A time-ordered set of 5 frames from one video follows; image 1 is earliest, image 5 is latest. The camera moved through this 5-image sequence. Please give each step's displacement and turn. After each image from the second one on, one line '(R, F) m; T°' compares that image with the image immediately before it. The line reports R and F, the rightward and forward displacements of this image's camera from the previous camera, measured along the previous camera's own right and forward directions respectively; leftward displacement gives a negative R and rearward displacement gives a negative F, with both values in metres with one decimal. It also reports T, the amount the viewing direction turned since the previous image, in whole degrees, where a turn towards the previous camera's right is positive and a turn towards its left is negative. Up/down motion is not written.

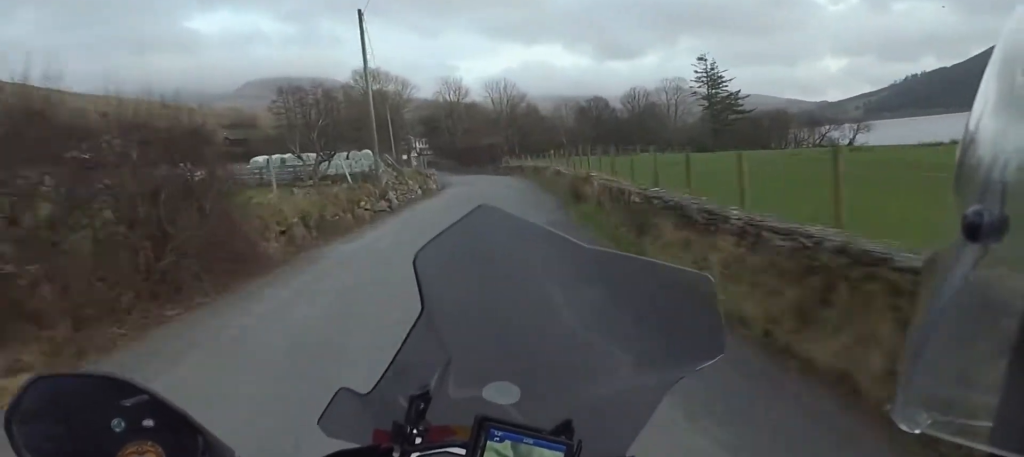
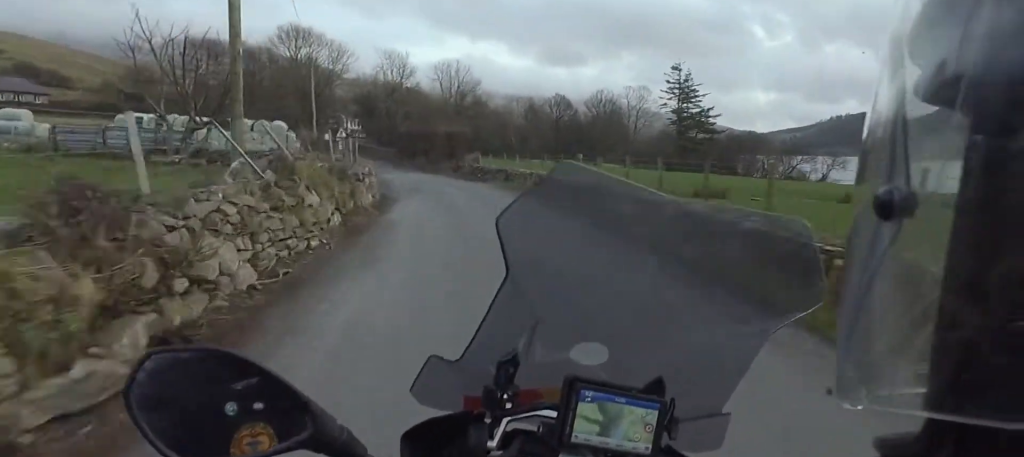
(+1.0, +16.6) m; +4°
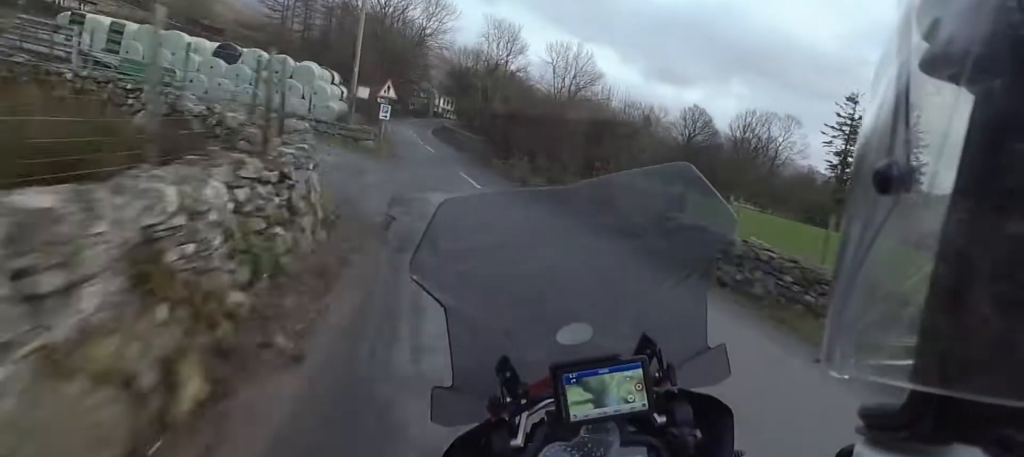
(+0.3, +22.8) m; +3°
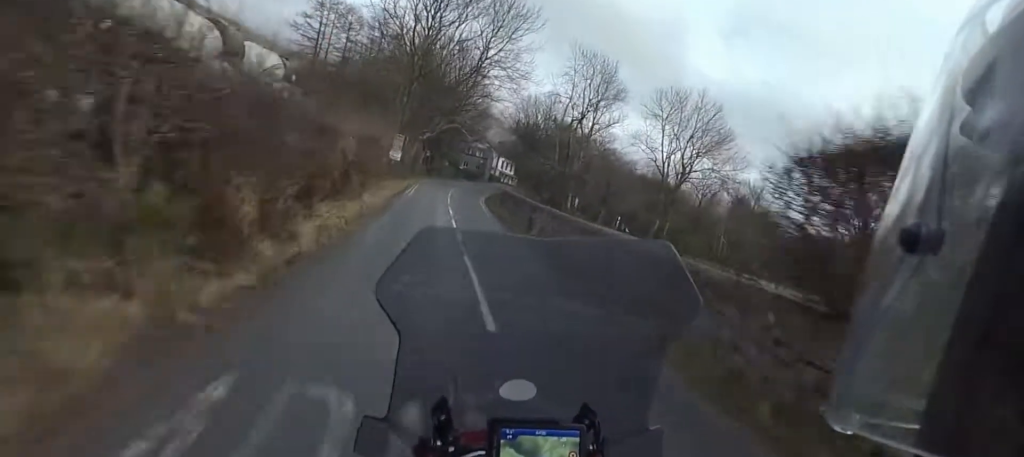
(+0.5, +28.0) m; -4°
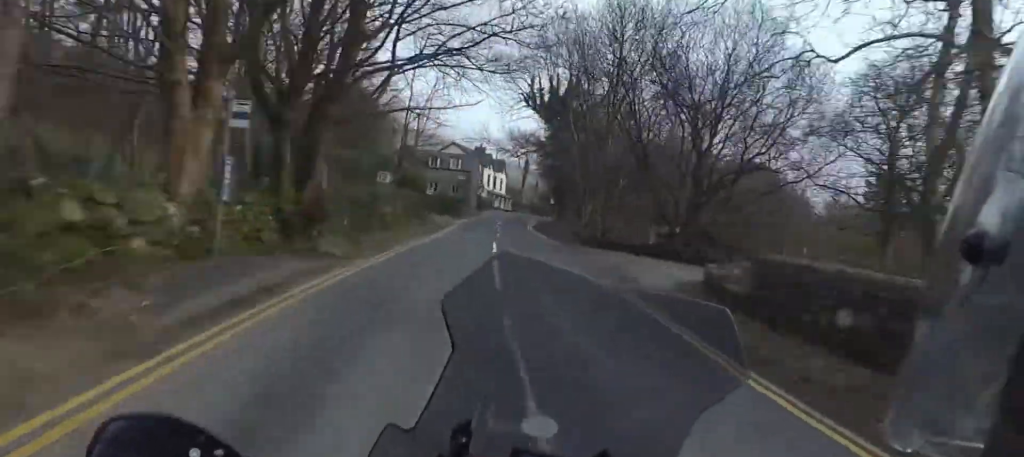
(-3.0, +56.0) m; -2°
